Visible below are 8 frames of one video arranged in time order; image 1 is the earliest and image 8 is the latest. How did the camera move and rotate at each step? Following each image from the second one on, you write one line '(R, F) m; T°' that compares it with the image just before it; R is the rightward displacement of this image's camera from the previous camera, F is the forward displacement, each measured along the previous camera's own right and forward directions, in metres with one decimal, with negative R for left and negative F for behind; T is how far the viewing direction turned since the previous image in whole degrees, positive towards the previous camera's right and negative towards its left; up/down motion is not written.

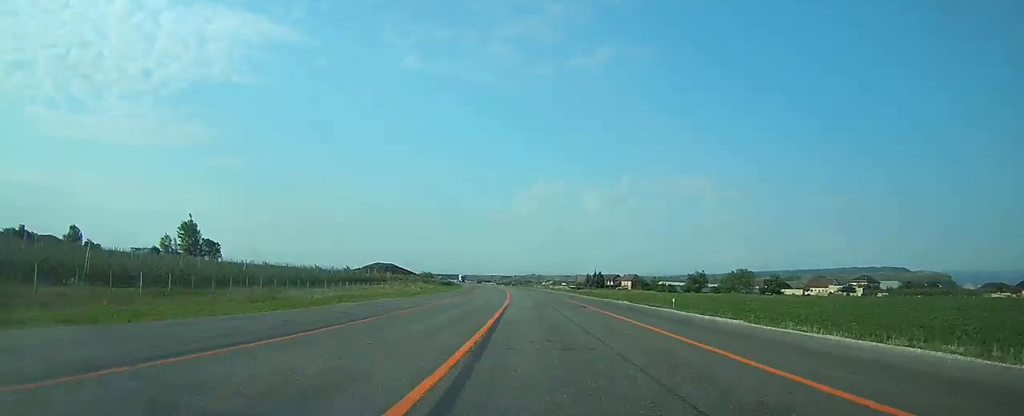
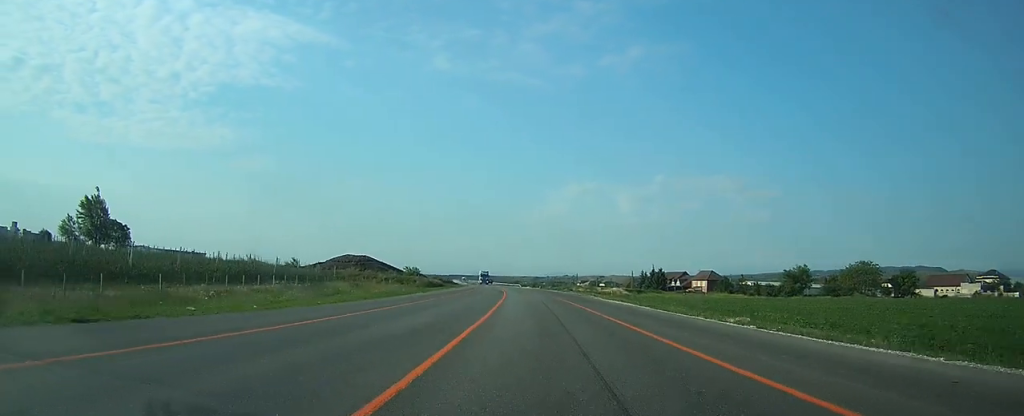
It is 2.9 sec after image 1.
(-1.5, +68.7) m; -3°
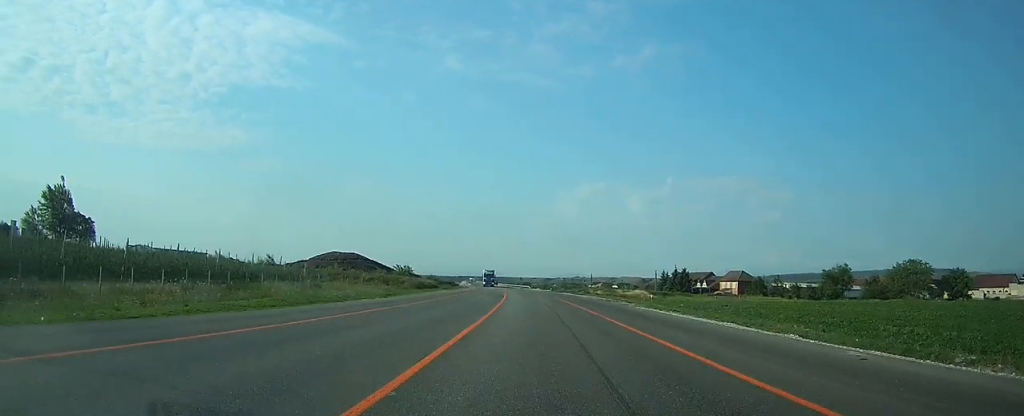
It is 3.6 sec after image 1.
(-0.1, +18.4) m; -1°
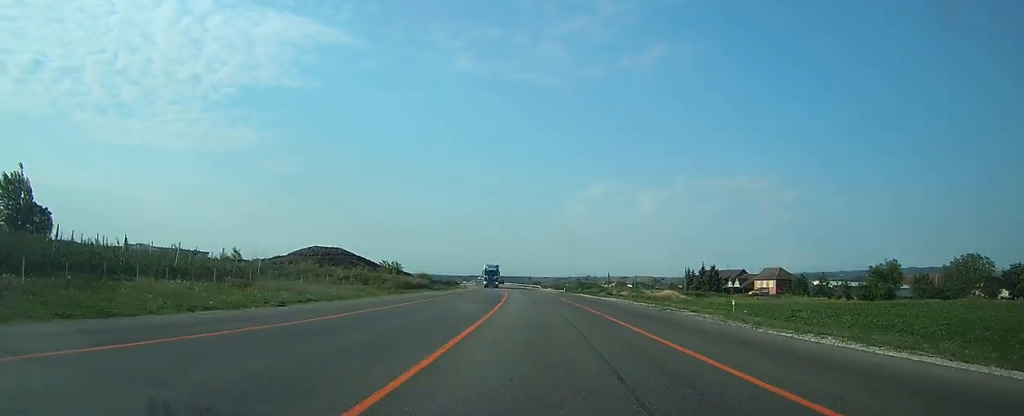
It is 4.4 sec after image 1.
(-0.3, +18.4) m; -1°
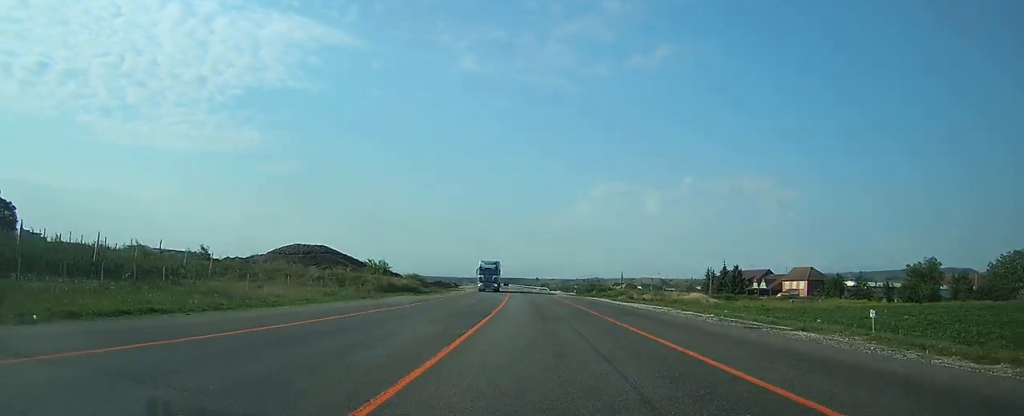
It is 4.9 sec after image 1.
(-0.1, +12.8) m; -1°
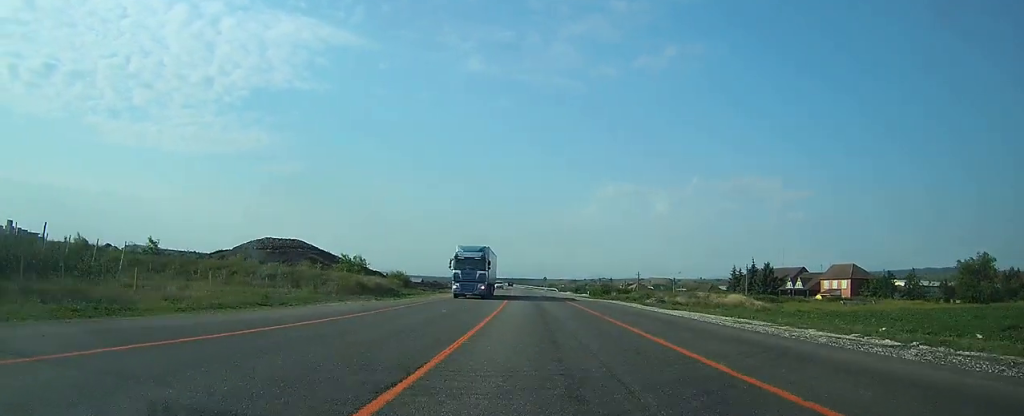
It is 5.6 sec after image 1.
(+0.1, +15.3) m; -1°
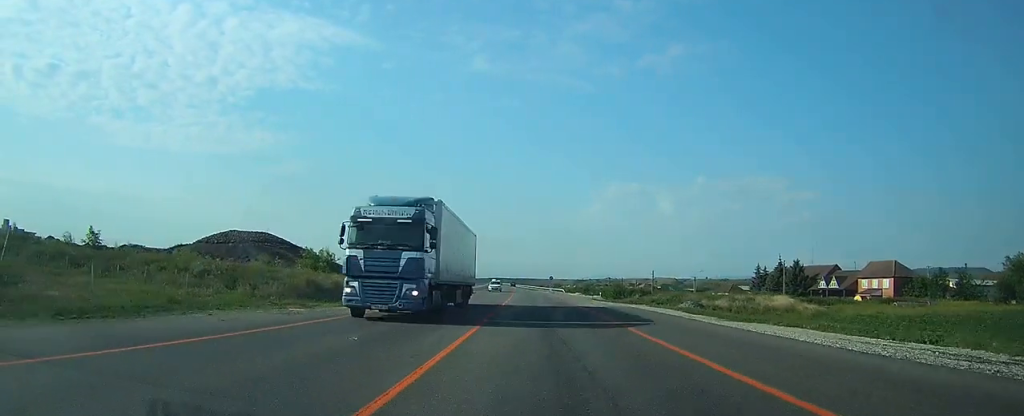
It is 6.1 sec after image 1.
(-0.1, +12.9) m; -1°
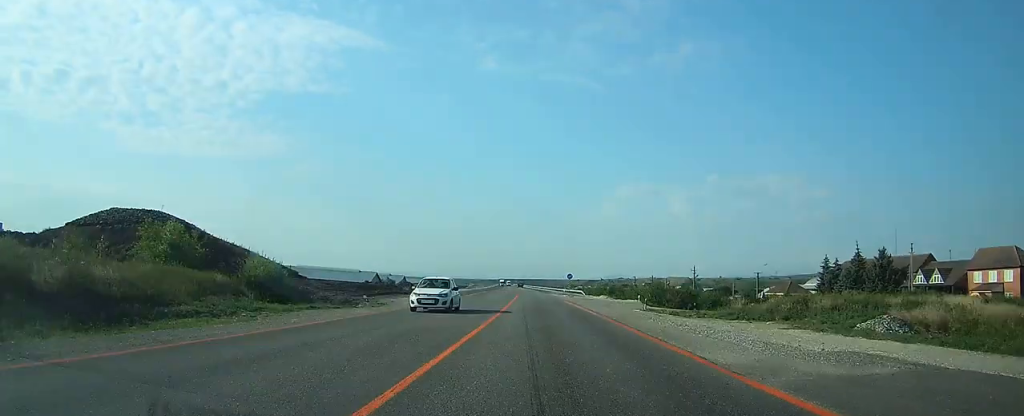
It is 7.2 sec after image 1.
(-0.4, +27.4) m; -1°
